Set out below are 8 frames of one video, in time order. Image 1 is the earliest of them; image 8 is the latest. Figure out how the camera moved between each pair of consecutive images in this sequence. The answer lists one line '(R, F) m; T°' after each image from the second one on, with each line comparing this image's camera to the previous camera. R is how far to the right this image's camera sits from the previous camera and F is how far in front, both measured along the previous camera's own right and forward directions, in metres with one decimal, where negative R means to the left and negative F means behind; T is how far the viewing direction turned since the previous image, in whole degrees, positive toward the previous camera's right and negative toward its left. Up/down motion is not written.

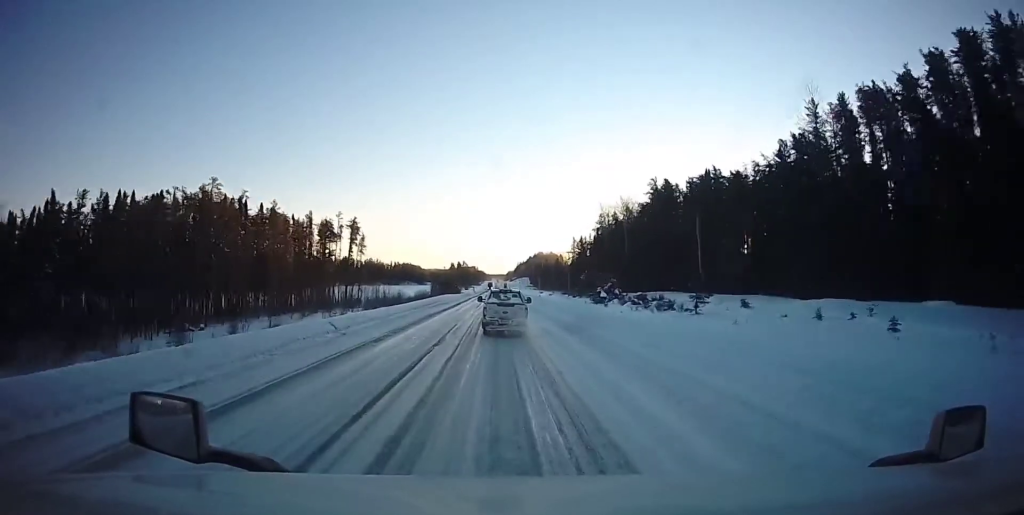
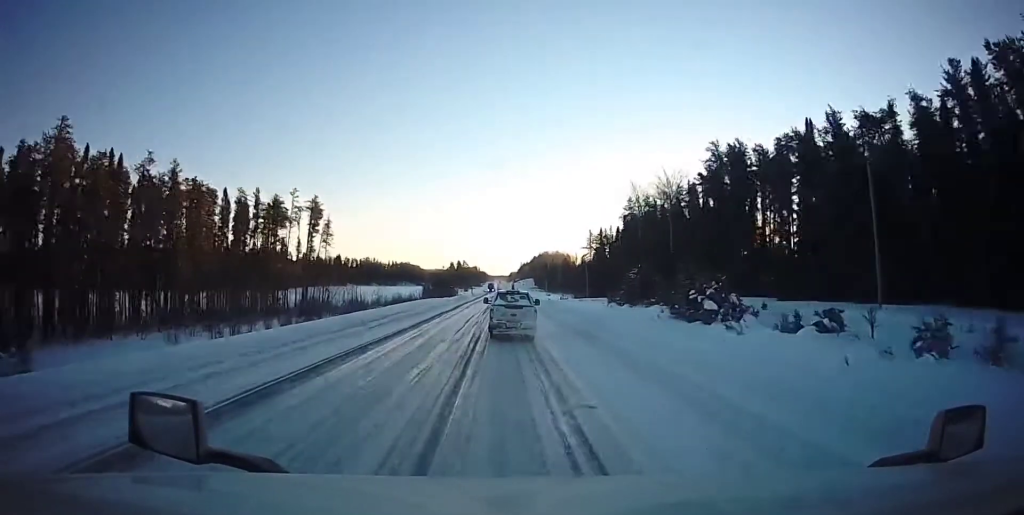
(-0.4, +29.0) m; 0°
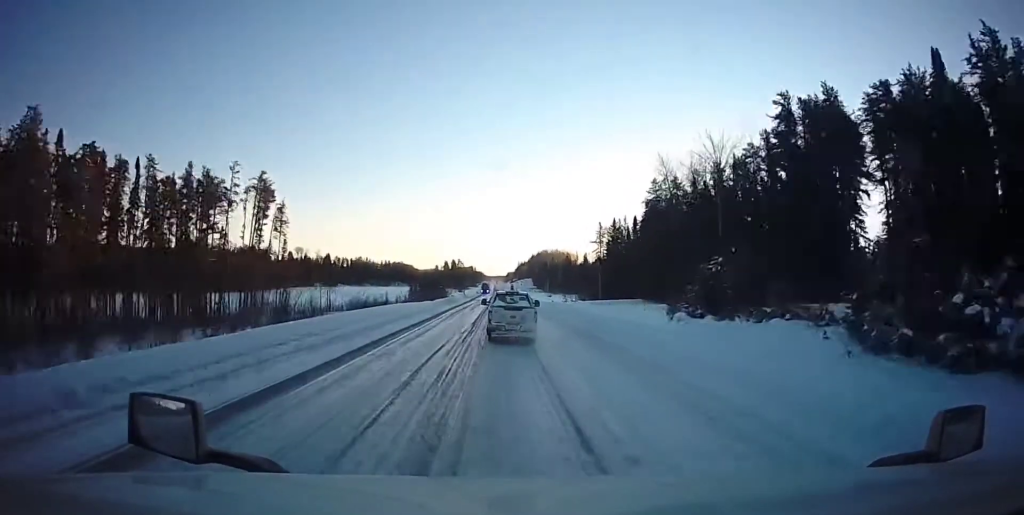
(+0.2, +21.0) m; +1°
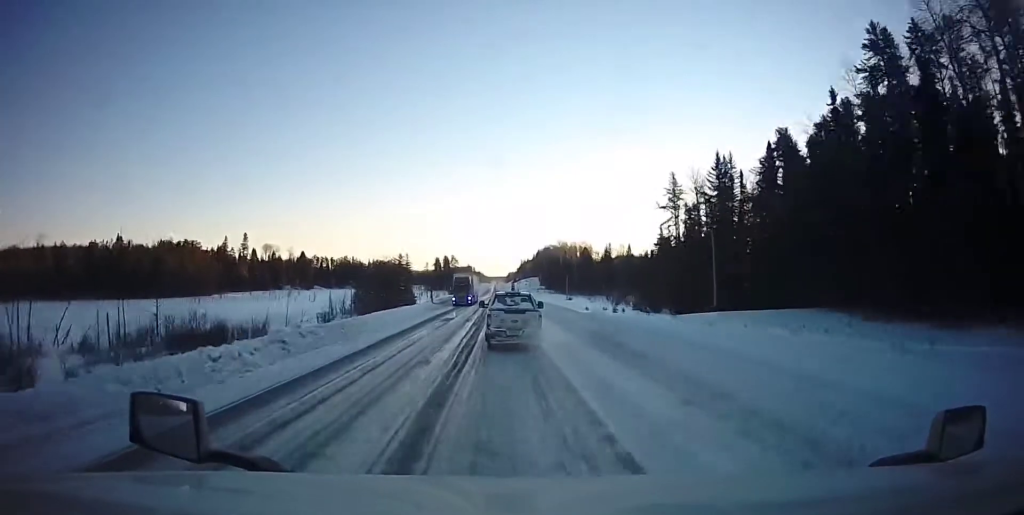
(-0.5, +61.4) m; -1°
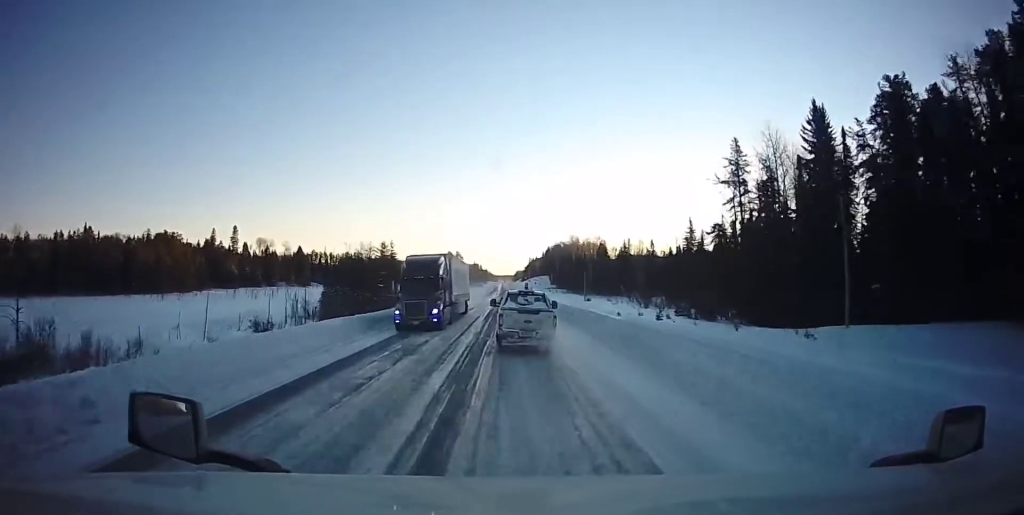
(+0.3, +20.9) m; 0°
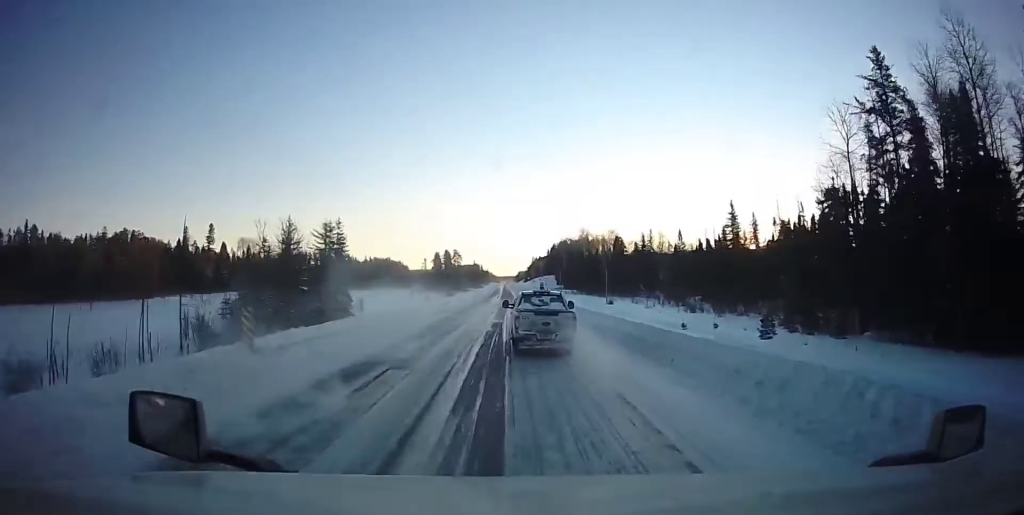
(-0.3, +27.0) m; -1°
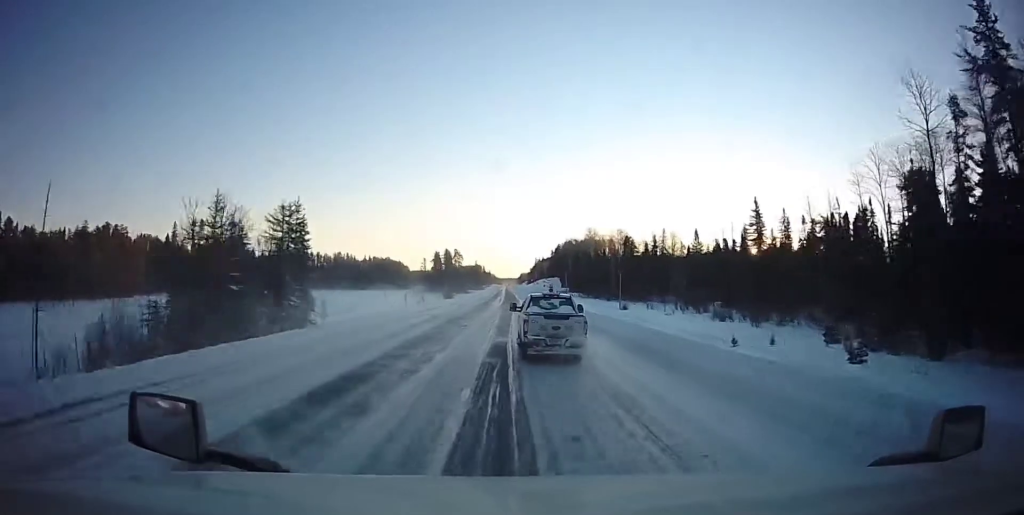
(-0.1, +11.4) m; 0°
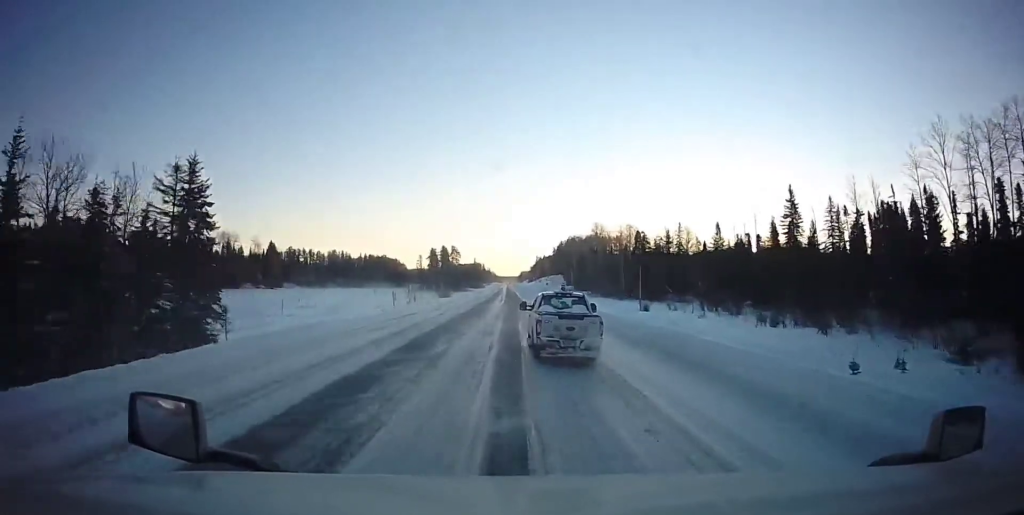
(0.0, +15.0) m; 0°
